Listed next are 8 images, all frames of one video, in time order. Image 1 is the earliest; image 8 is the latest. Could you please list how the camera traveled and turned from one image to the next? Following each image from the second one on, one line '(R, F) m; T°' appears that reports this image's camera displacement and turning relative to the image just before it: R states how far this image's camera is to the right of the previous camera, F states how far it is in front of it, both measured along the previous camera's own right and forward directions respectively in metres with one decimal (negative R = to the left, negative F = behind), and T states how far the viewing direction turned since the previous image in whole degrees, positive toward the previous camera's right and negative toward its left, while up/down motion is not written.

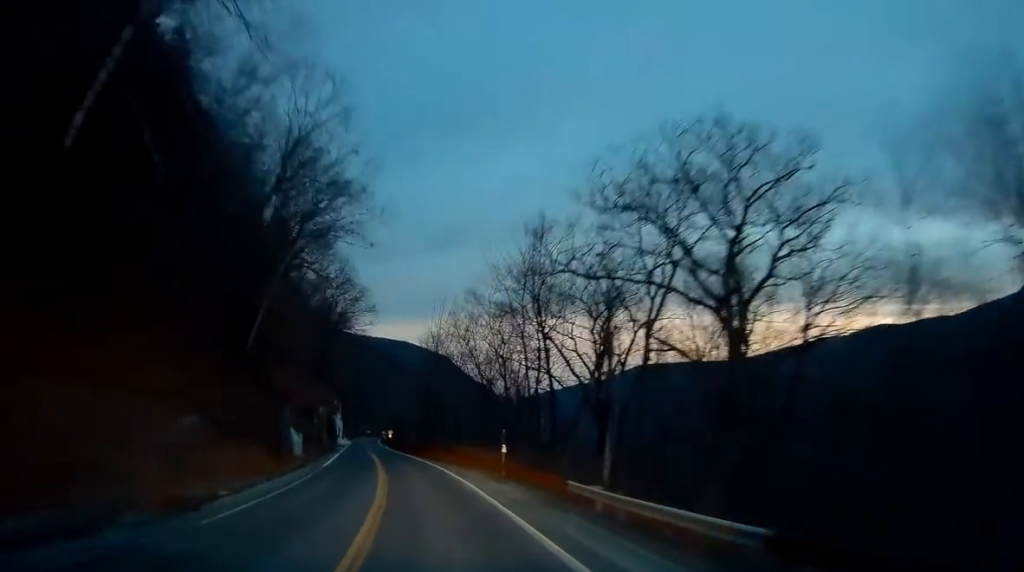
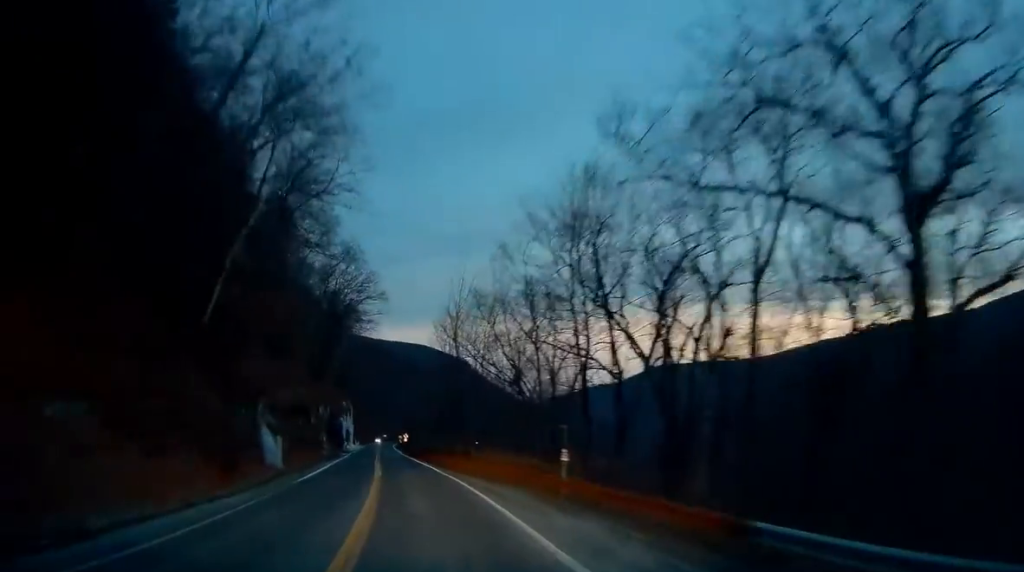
(0.0, +10.6) m; -2°
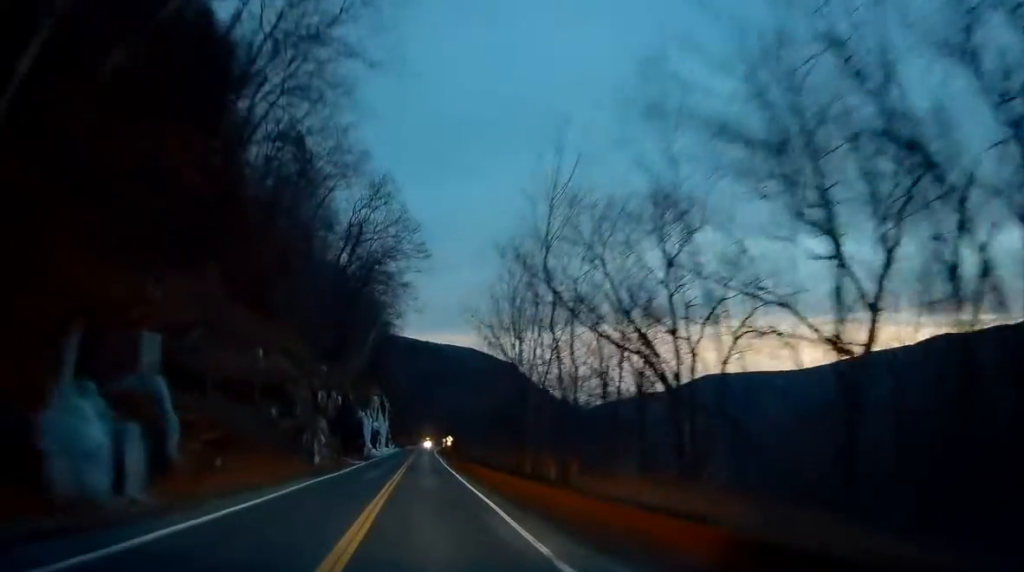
(-0.7, +21.3) m; -3°
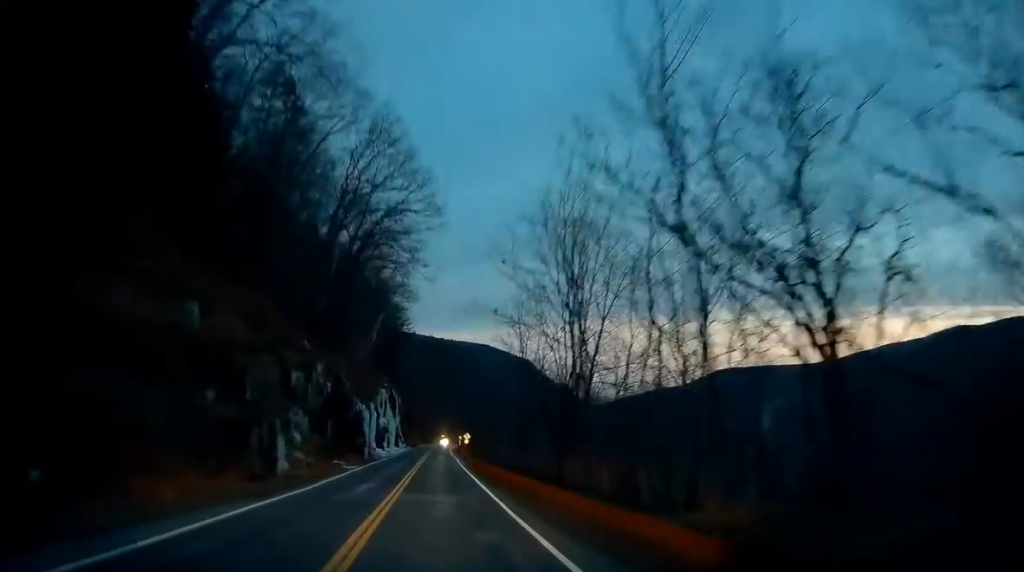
(0.0, +11.6) m; -1°
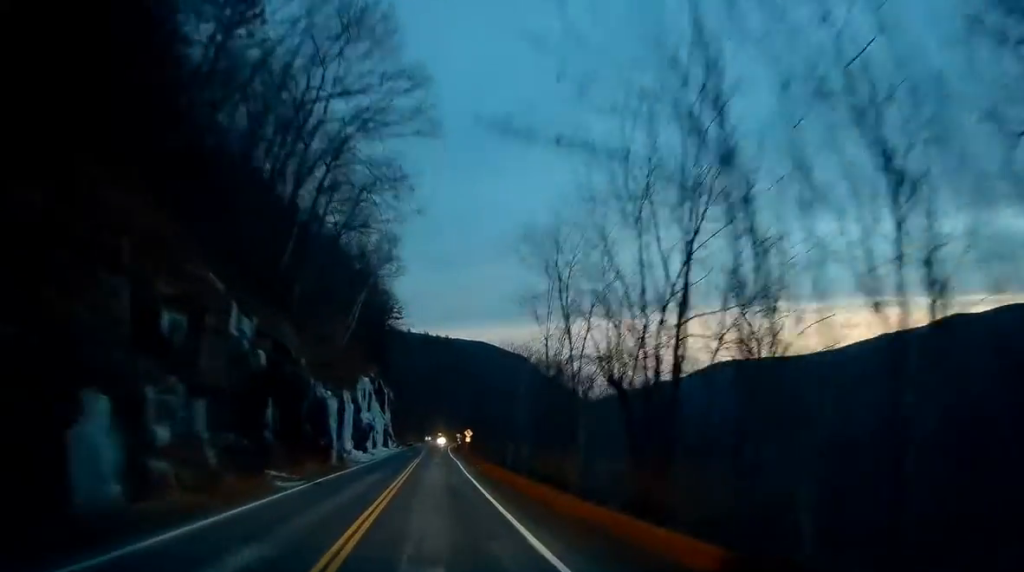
(-0.1, +15.3) m; -1°
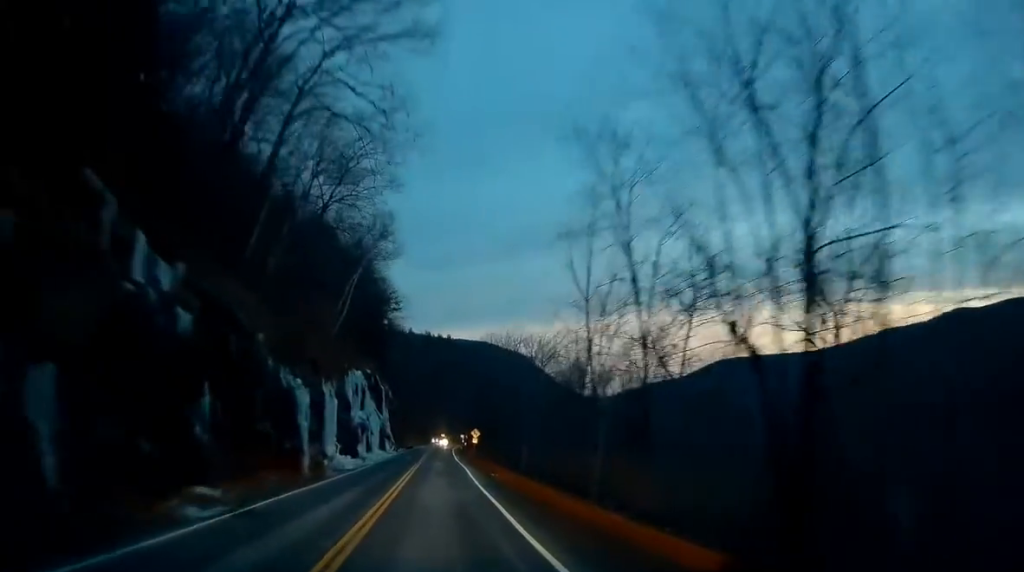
(-0.1, +8.9) m; -1°
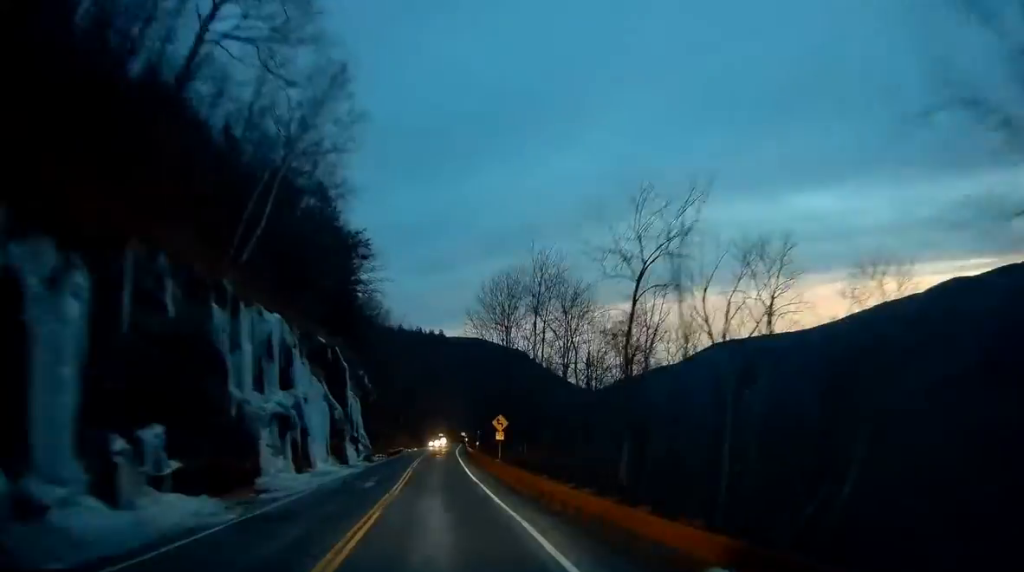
(-0.1, +30.7) m; 0°
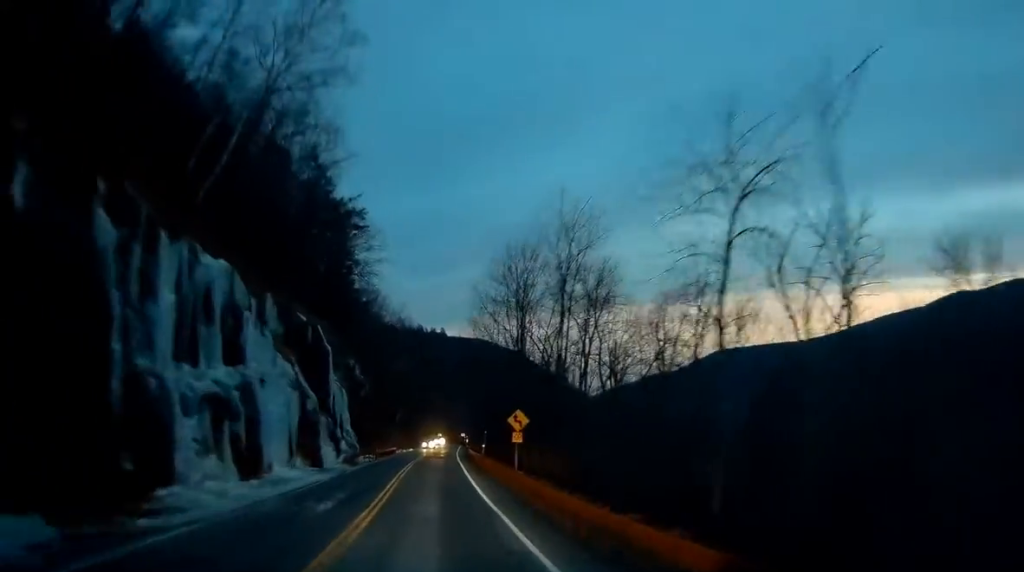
(0.0, +9.1) m; 0°
